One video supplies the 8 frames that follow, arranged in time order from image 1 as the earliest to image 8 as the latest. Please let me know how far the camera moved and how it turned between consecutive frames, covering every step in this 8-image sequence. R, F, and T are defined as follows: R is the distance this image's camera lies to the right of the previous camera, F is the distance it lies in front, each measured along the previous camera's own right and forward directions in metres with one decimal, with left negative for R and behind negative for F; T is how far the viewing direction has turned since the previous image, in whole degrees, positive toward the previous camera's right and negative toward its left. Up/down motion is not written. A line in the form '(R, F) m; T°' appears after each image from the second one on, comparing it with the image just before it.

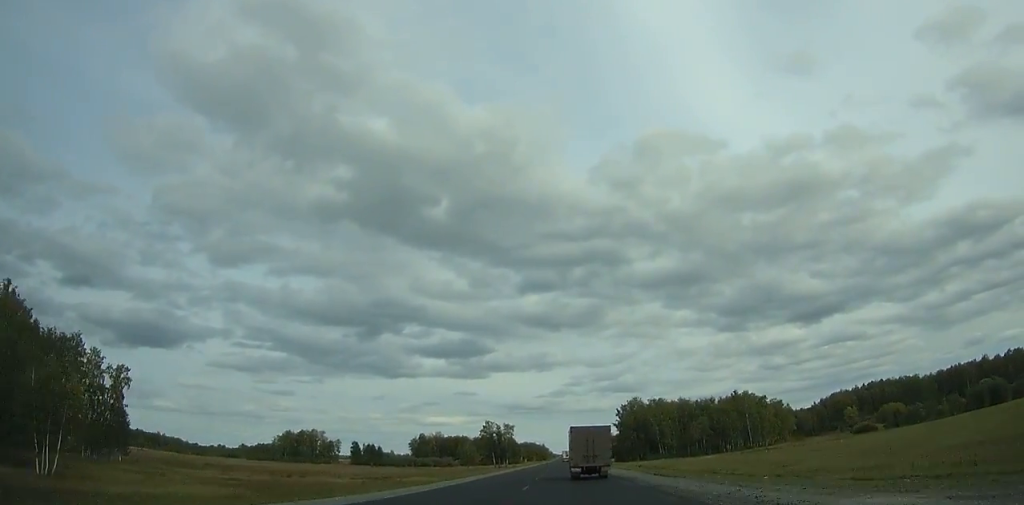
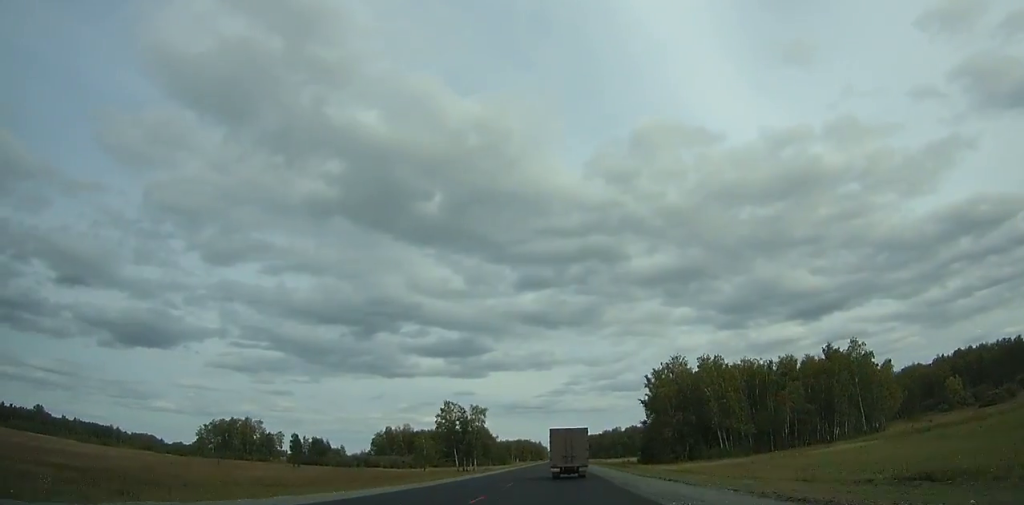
(+0.5, +79.3) m; +1°
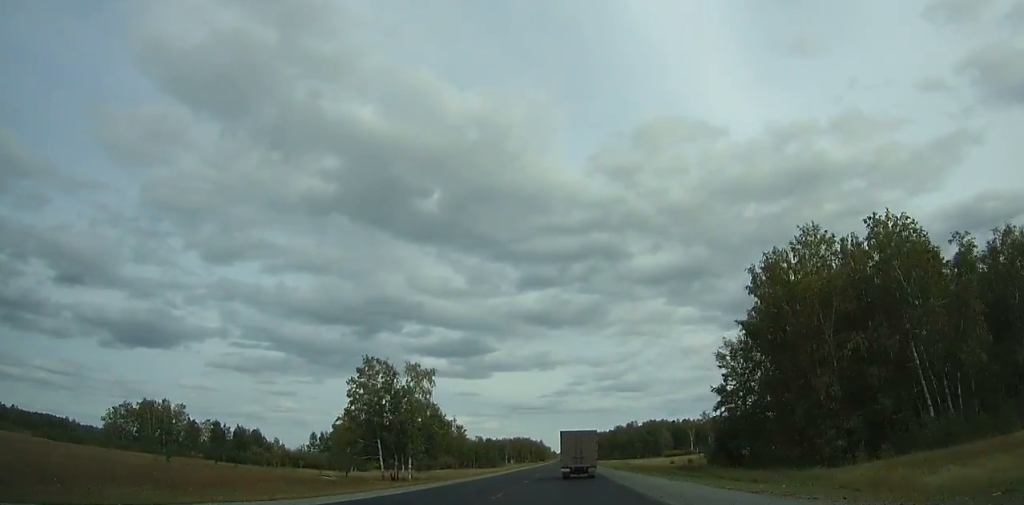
(-0.1, +69.3) m; -1°
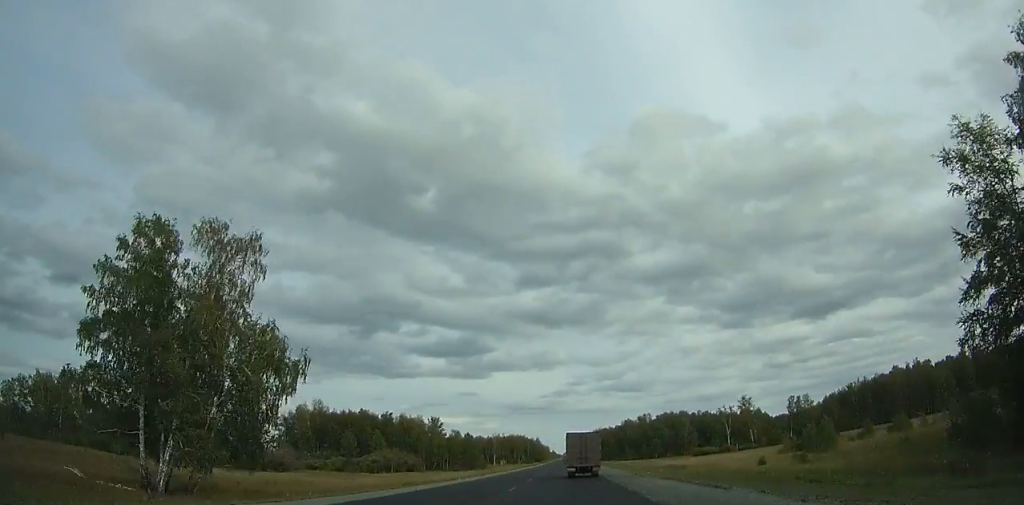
(-0.3, +54.0) m; -1°
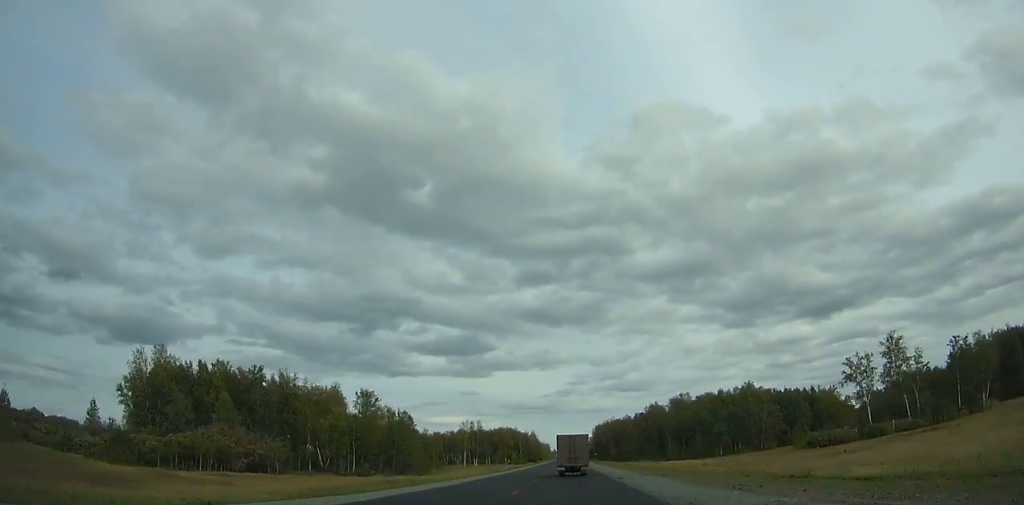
(-0.2, +88.0) m; 0°
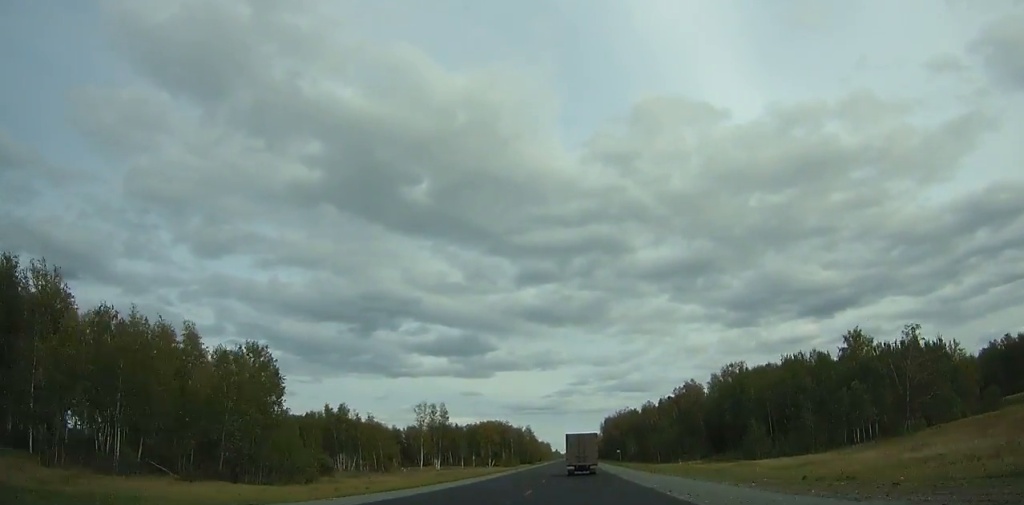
(+0.1, +59.7) m; 0°
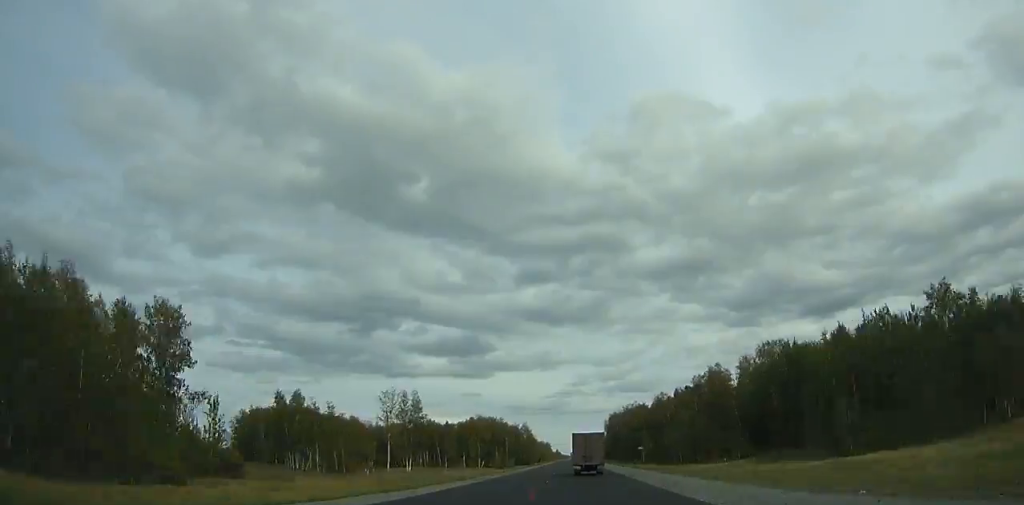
(0.0, +26.0) m; 0°
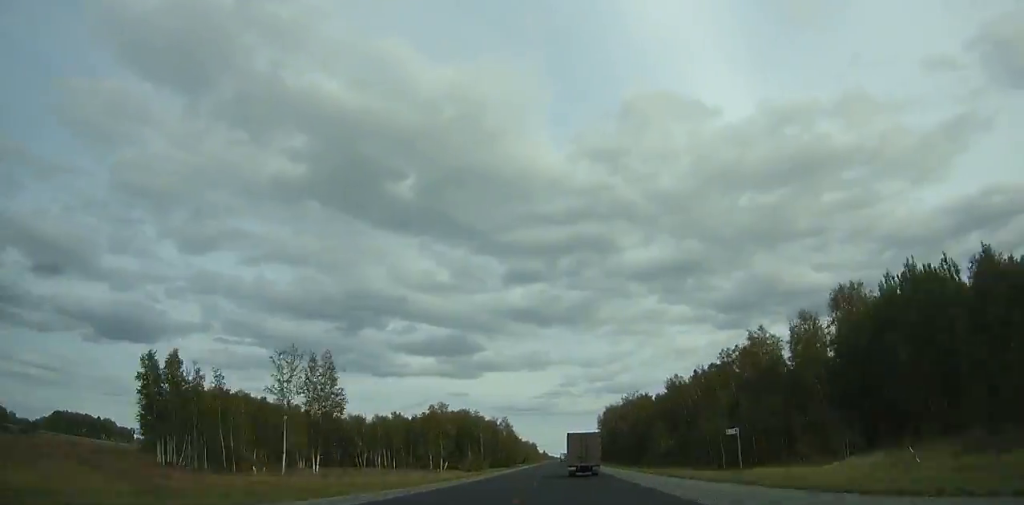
(+0.2, +36.4) m; 0°
